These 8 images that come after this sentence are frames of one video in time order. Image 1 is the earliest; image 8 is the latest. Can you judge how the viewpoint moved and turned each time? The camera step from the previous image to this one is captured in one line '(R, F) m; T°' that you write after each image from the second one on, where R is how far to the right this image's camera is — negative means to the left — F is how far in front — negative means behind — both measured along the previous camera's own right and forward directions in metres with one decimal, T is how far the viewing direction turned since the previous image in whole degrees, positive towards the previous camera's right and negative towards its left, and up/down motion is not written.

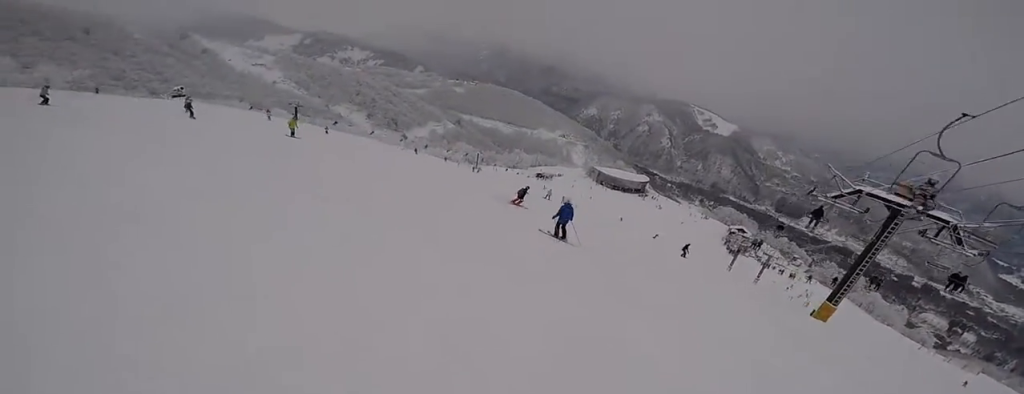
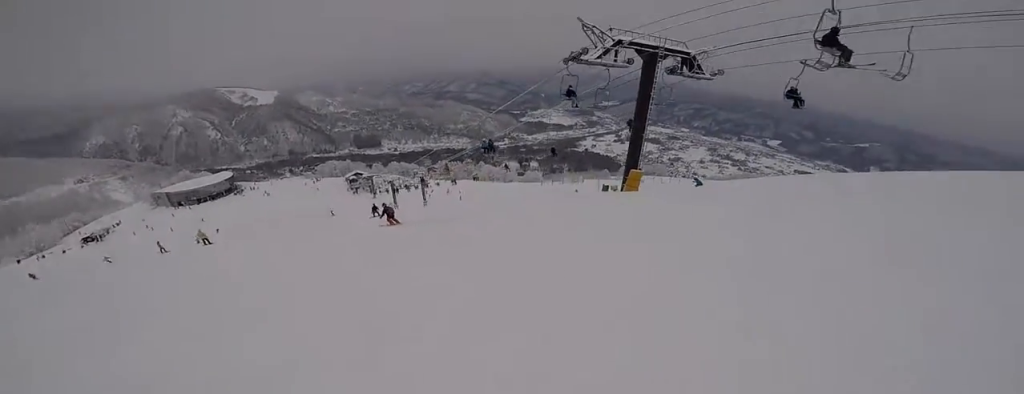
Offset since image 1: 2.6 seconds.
(+1.6, +14.0) m; +39°
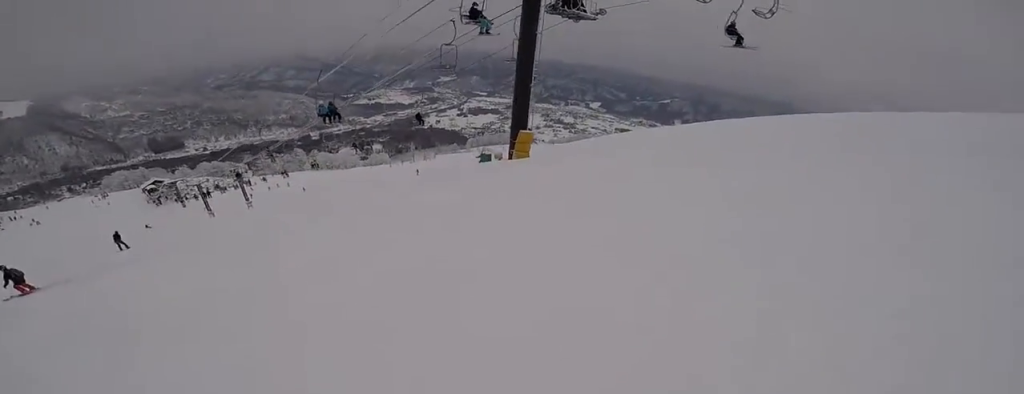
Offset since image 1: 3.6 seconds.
(+1.3, +5.4) m; +19°
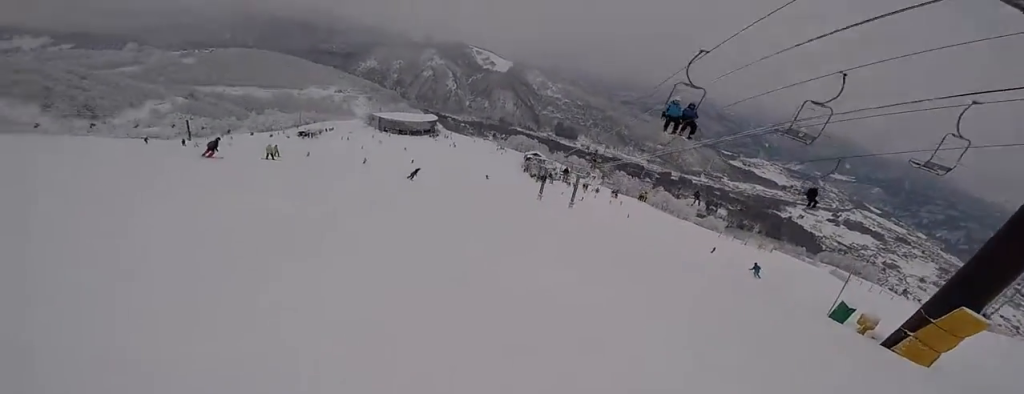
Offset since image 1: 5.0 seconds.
(-0.1, +6.8) m; -25°
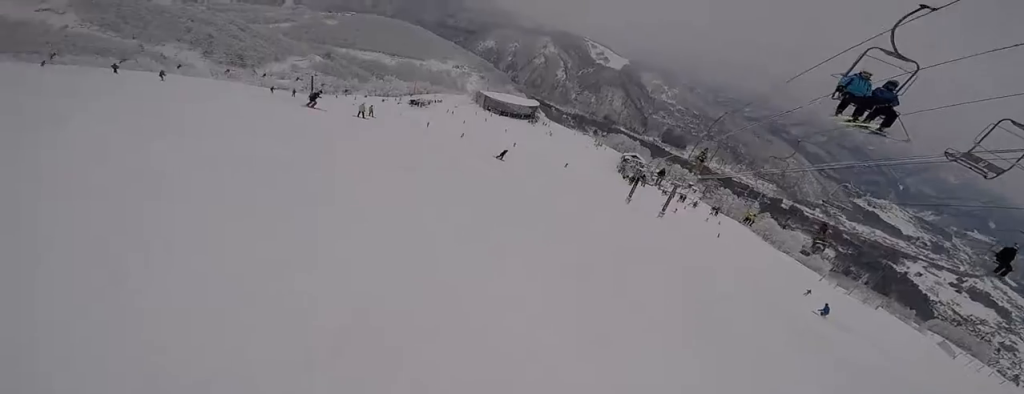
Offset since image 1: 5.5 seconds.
(-0.3, +2.6) m; -15°
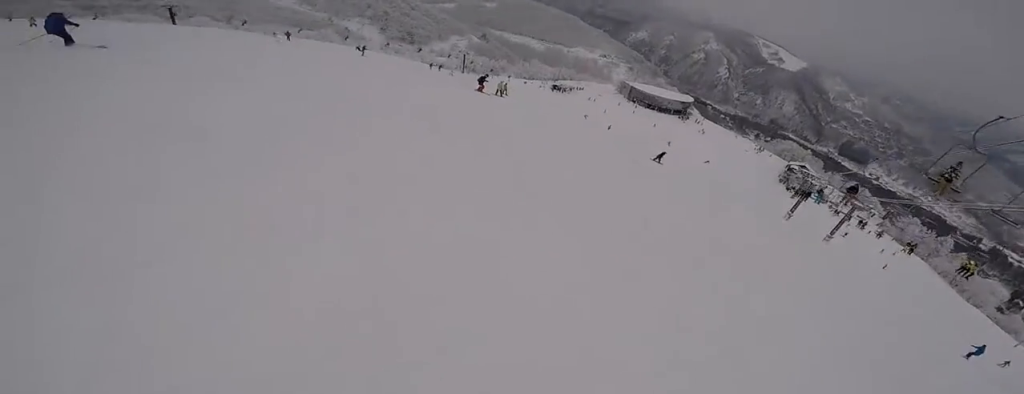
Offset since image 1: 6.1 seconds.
(-0.7, +3.4) m; -3°
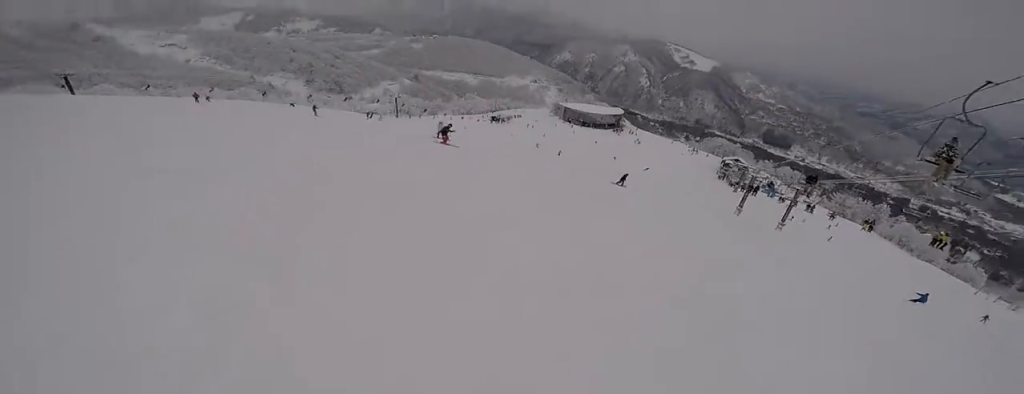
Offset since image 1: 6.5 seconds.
(-0.1, +2.3) m; +2°
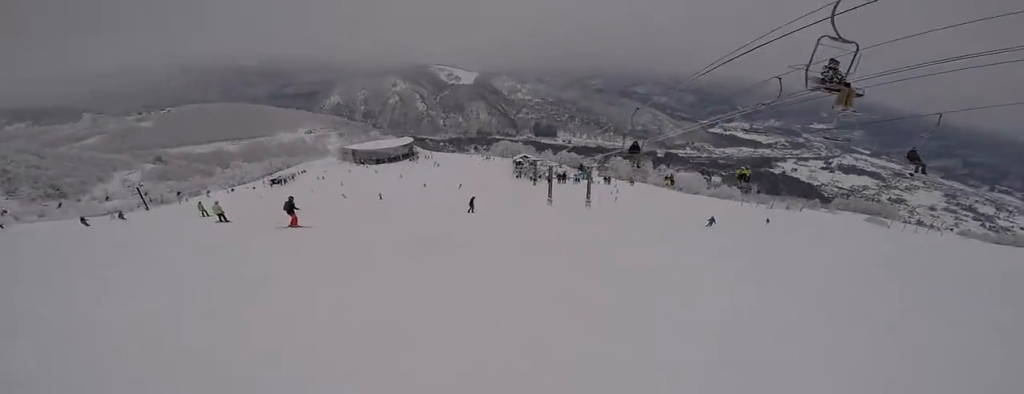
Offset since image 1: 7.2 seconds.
(+0.4, +3.5) m; +11°
